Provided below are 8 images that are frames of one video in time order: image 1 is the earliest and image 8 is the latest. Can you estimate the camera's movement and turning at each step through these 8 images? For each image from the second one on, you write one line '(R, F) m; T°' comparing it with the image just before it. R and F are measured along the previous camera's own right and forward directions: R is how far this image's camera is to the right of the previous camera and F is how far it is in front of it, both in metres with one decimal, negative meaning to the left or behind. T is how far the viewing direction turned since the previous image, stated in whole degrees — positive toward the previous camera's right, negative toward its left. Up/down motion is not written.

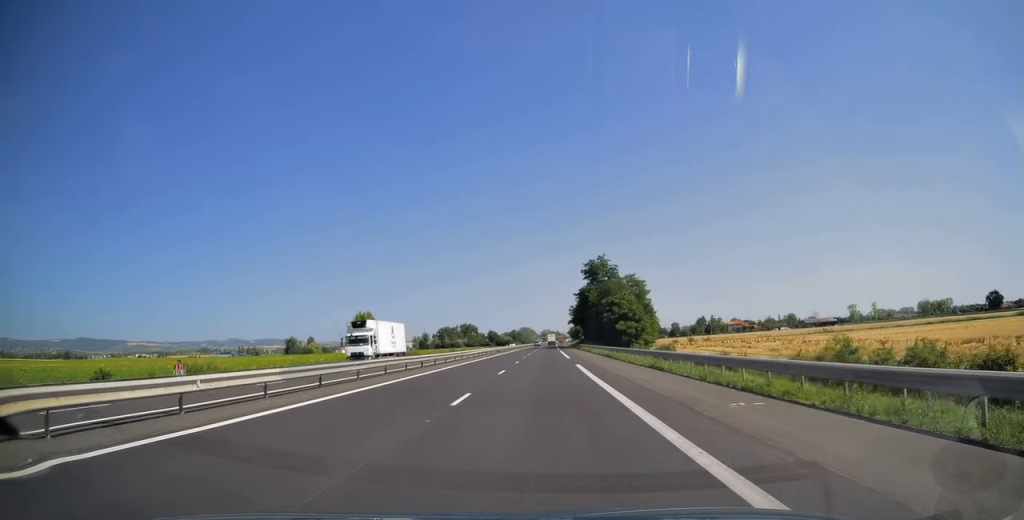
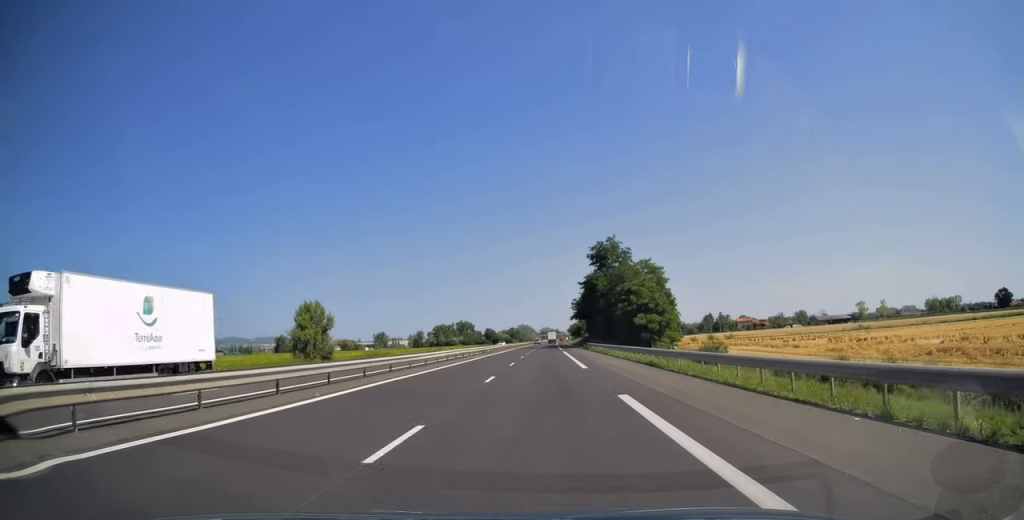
(0.0, +19.3) m; 0°
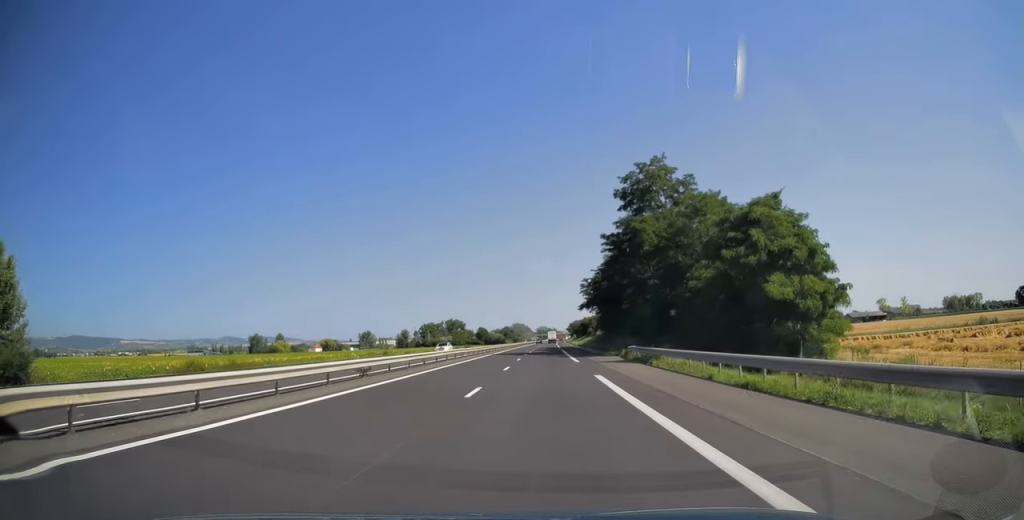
(+0.2, +44.2) m; 0°
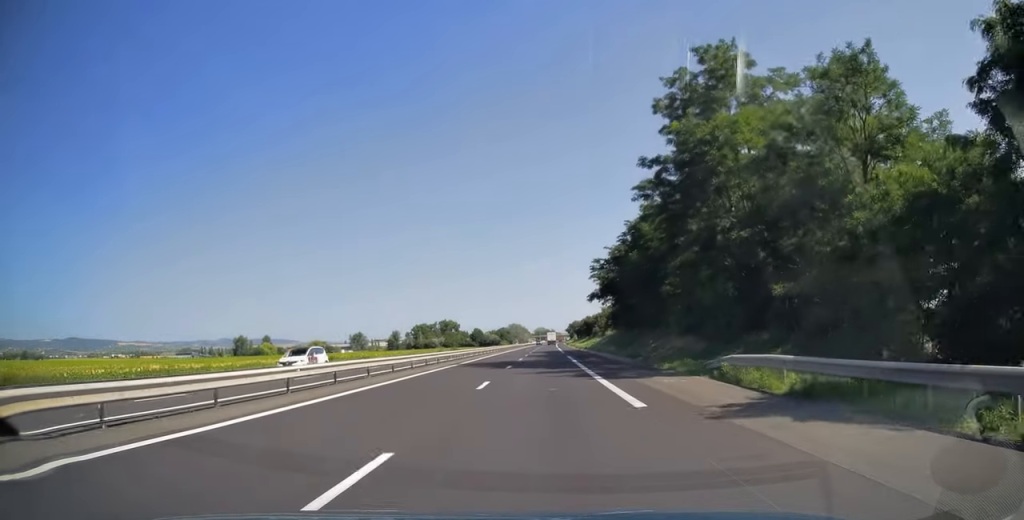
(0.0, +23.1) m; 0°
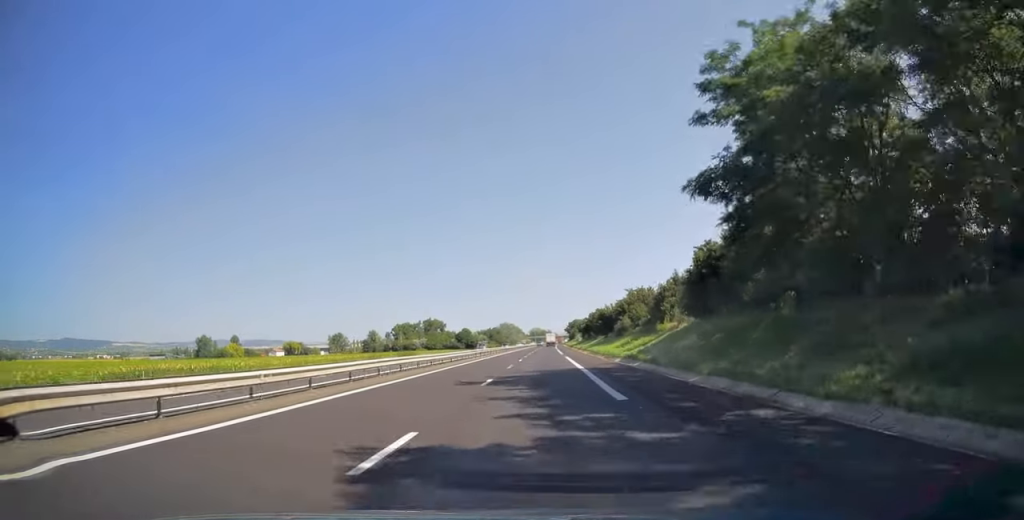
(+0.1, +50.2) m; 0°
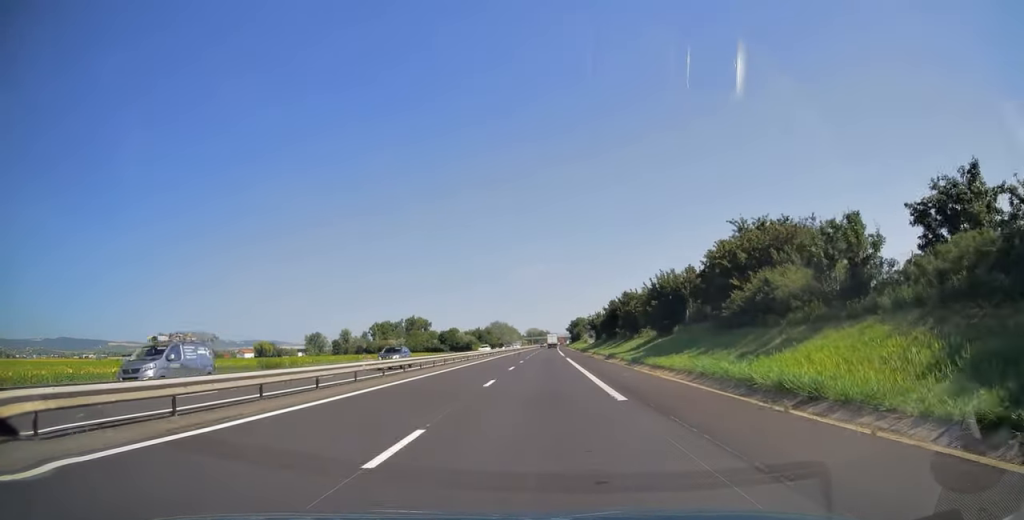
(+0.2, +51.4) m; 0°
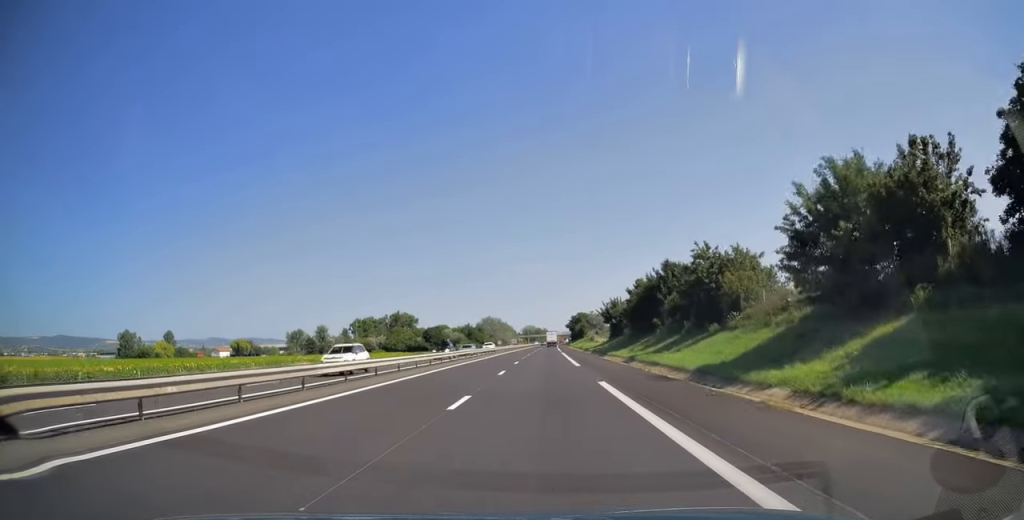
(+0.1, +32.6) m; 0°
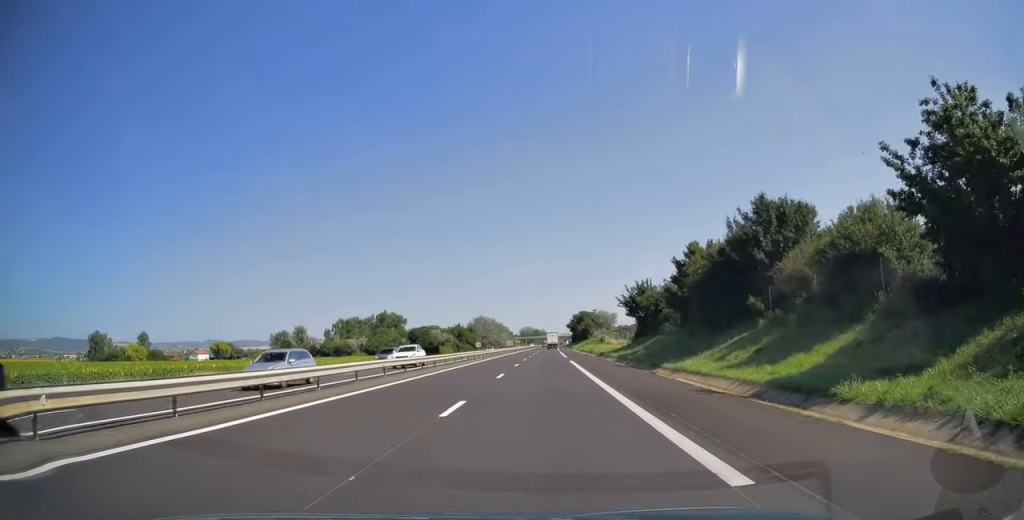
(-0.1, +26.1) m; 0°
